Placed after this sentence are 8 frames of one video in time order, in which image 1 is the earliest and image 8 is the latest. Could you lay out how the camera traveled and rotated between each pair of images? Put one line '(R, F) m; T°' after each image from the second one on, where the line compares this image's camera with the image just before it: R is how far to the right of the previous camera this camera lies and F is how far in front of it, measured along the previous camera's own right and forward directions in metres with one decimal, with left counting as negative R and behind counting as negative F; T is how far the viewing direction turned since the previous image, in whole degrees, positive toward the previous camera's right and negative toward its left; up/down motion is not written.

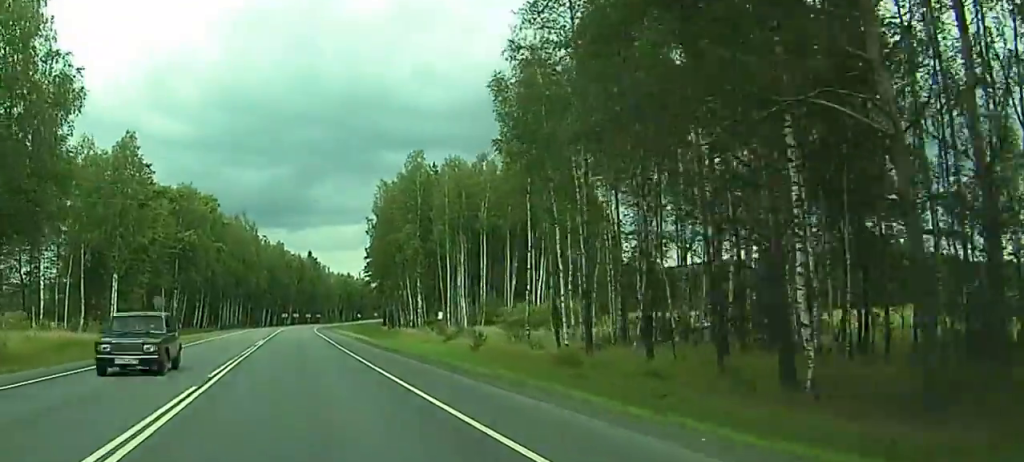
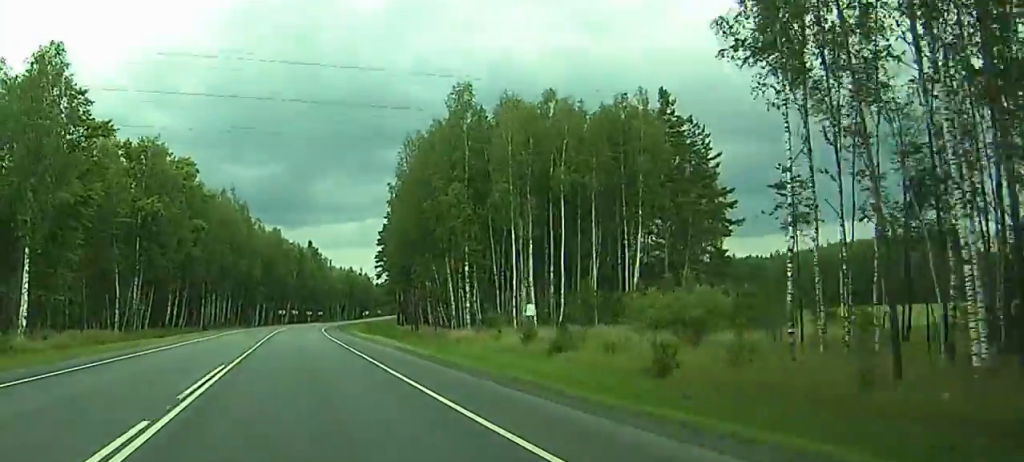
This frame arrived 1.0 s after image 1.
(-0.3, +29.6) m; 0°
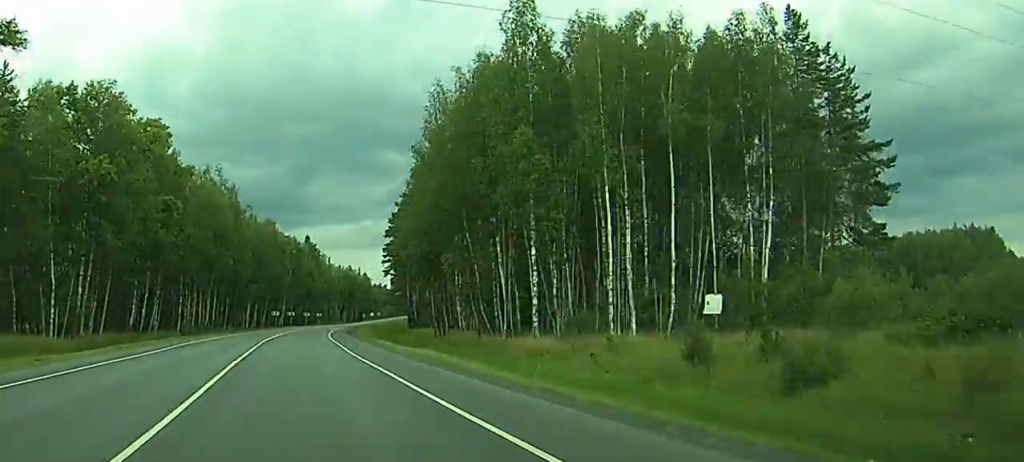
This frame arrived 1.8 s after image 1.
(+0.2, +22.0) m; 0°
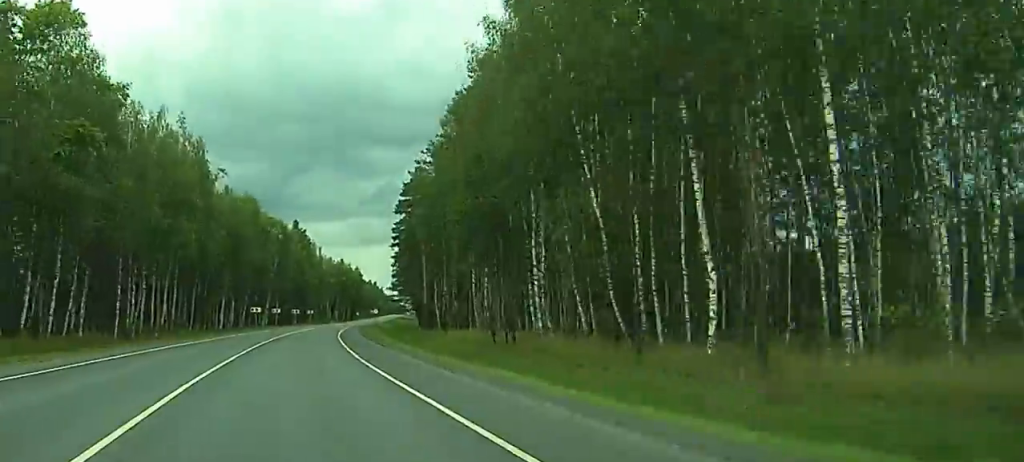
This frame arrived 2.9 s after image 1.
(0.0, +32.6) m; 0°
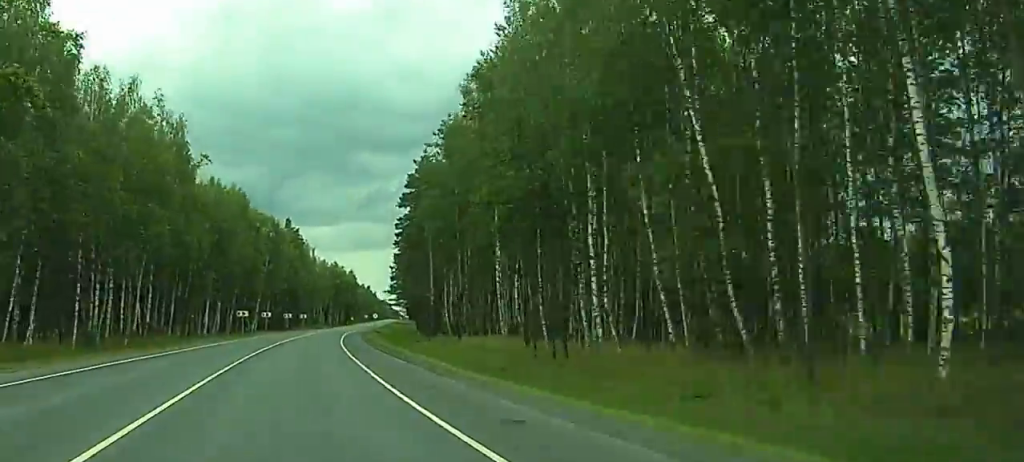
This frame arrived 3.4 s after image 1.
(0.0, +12.4) m; 0°
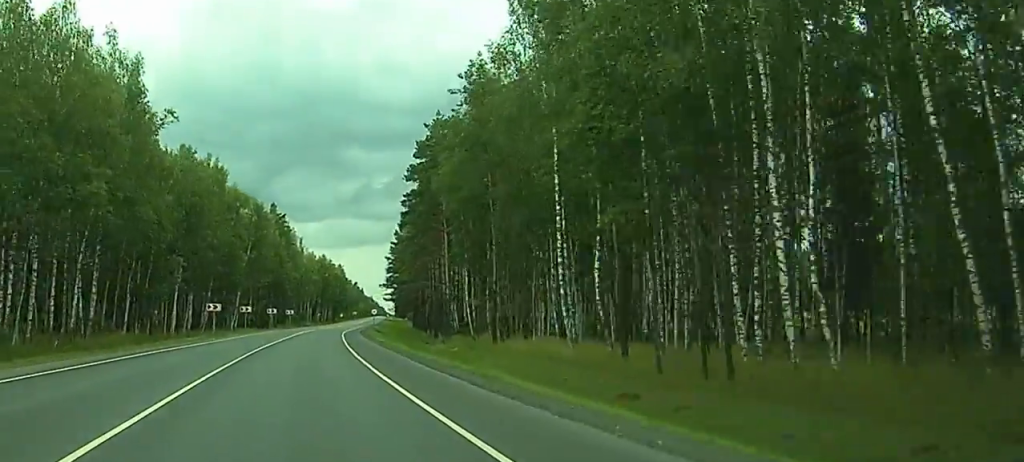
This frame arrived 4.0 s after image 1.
(+0.1, +19.1) m; +1°
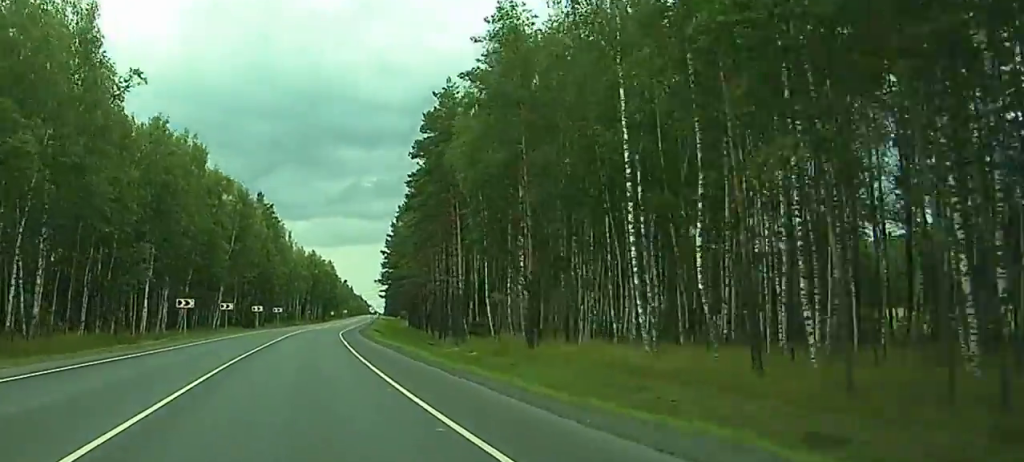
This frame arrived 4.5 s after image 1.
(+0.1, +12.4) m; +1°
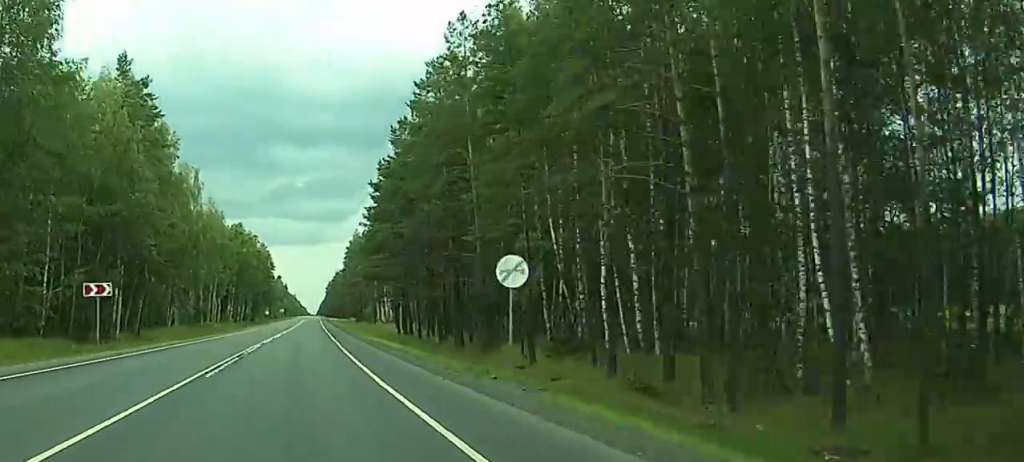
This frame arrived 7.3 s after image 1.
(+3.6, +82.3) m; +4°
